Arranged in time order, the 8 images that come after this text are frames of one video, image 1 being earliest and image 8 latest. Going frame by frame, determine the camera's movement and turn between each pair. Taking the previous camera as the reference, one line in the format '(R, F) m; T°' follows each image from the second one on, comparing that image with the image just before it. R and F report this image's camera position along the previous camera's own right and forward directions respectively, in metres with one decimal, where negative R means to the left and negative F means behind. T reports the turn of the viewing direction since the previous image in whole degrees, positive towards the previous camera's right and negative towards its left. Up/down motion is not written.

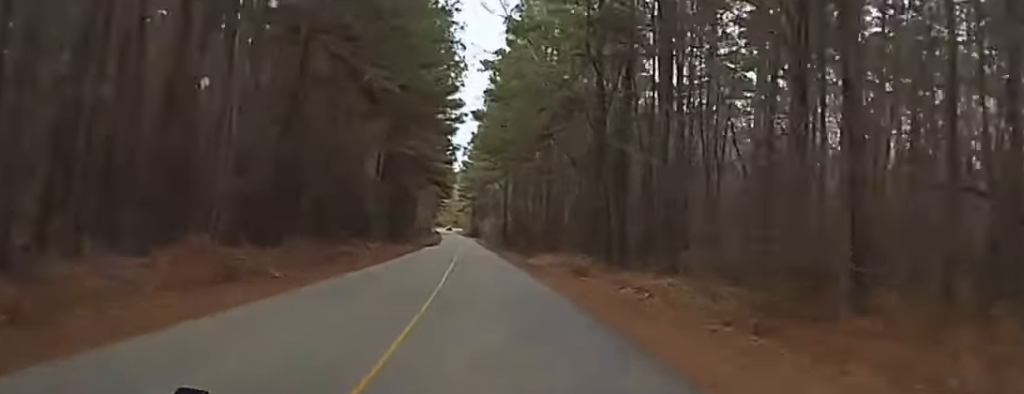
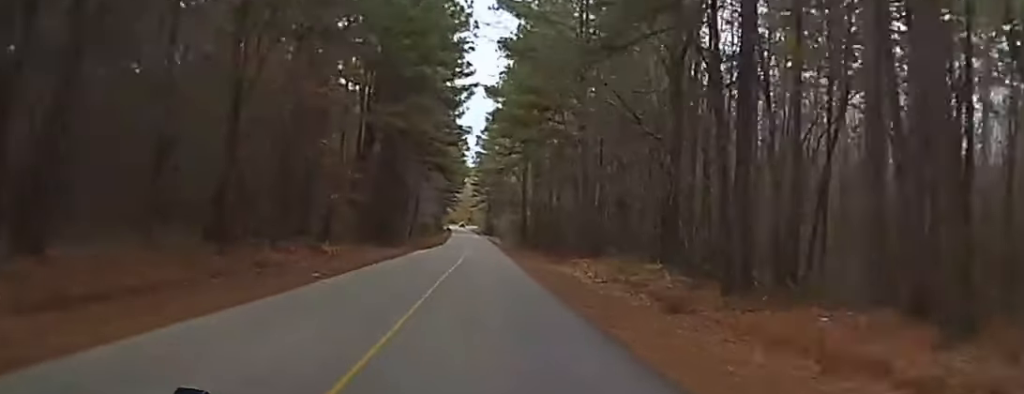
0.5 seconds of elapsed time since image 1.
(-0.2, +21.0) m; -1°
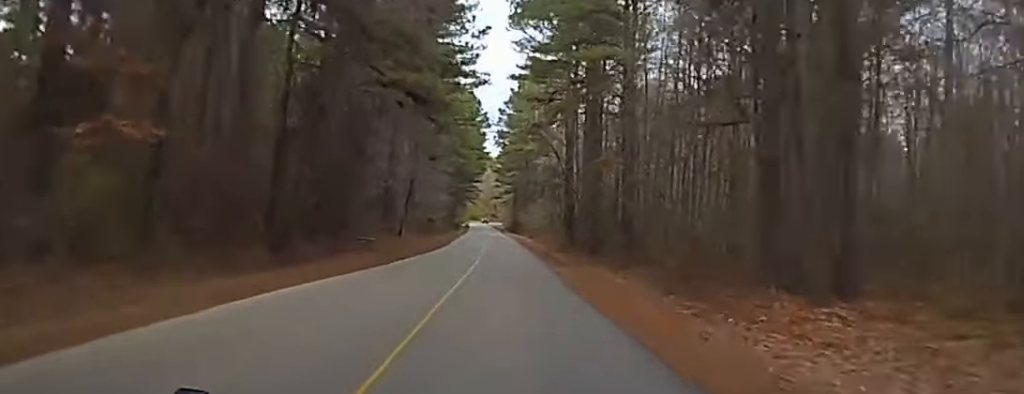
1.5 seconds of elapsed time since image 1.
(-0.7, +43.0) m; -1°
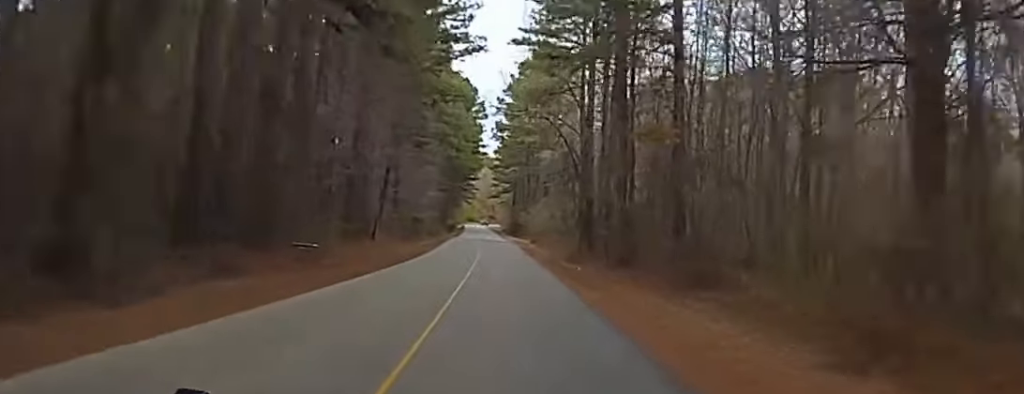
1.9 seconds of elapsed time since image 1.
(-0.2, +17.1) m; 0°
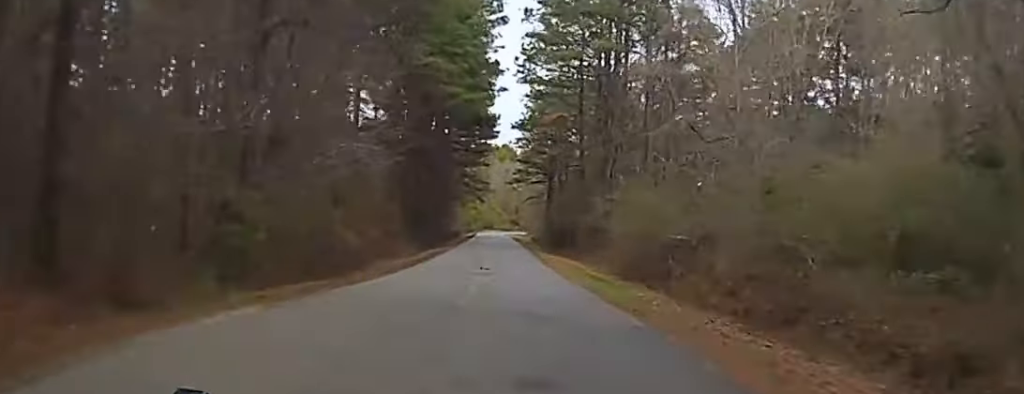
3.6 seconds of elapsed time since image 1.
(+0.1, +73.8) m; 0°
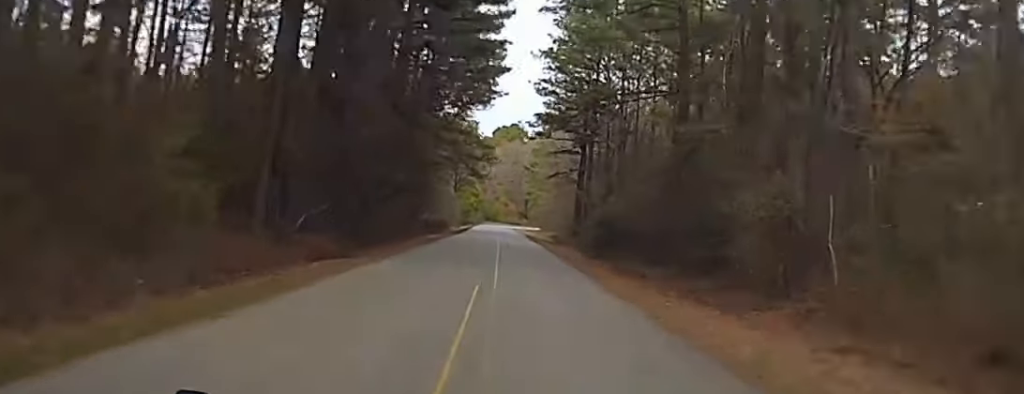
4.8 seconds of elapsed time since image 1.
(-0.4, +50.3) m; -1°
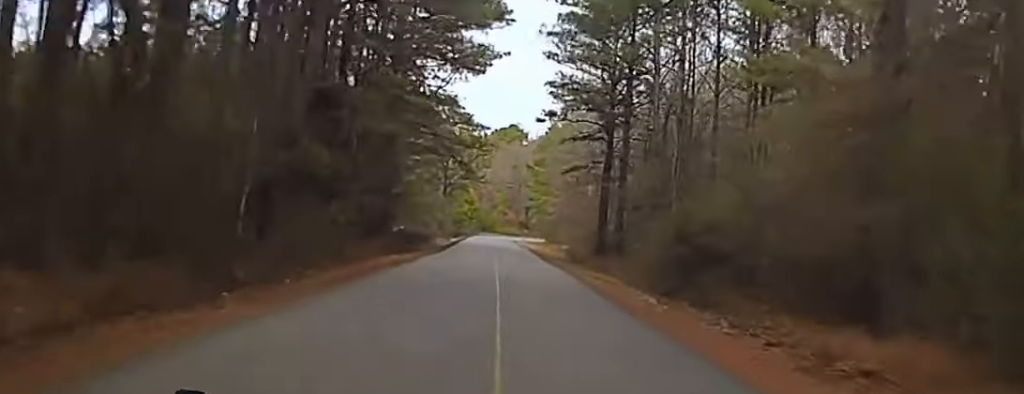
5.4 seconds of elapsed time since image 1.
(0.0, +23.8) m; 0°
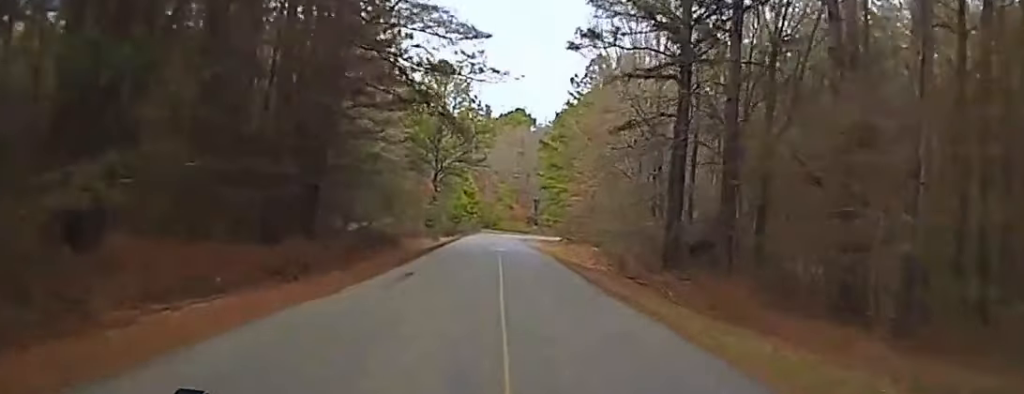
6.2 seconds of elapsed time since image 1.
(0.0, +30.1) m; 0°
